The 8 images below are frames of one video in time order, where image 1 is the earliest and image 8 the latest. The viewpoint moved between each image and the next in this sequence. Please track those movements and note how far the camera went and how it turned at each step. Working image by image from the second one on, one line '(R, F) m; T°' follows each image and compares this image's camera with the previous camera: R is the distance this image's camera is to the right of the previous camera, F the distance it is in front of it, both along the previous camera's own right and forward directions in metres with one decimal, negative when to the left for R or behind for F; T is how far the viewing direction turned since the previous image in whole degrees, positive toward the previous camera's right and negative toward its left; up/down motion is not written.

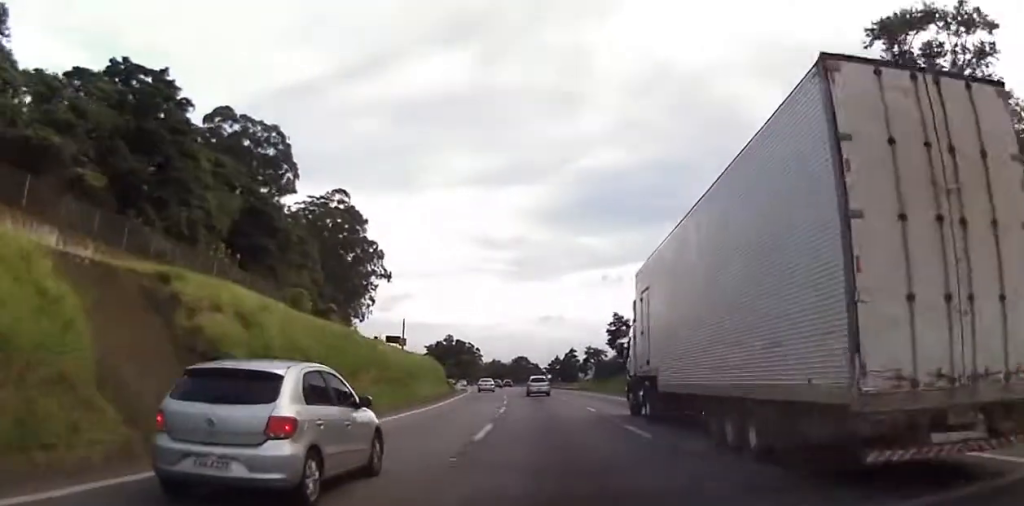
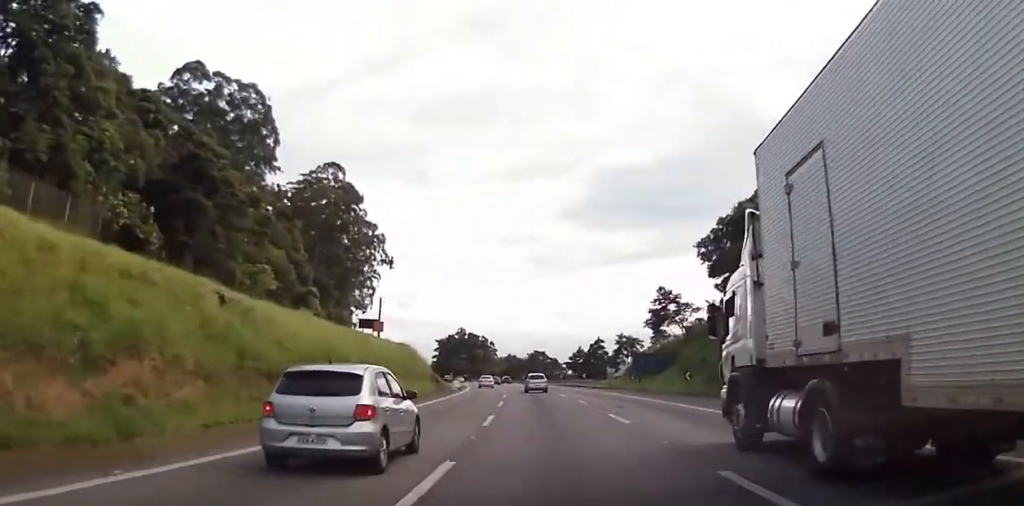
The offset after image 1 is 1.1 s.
(-0.2, +21.4) m; -1°
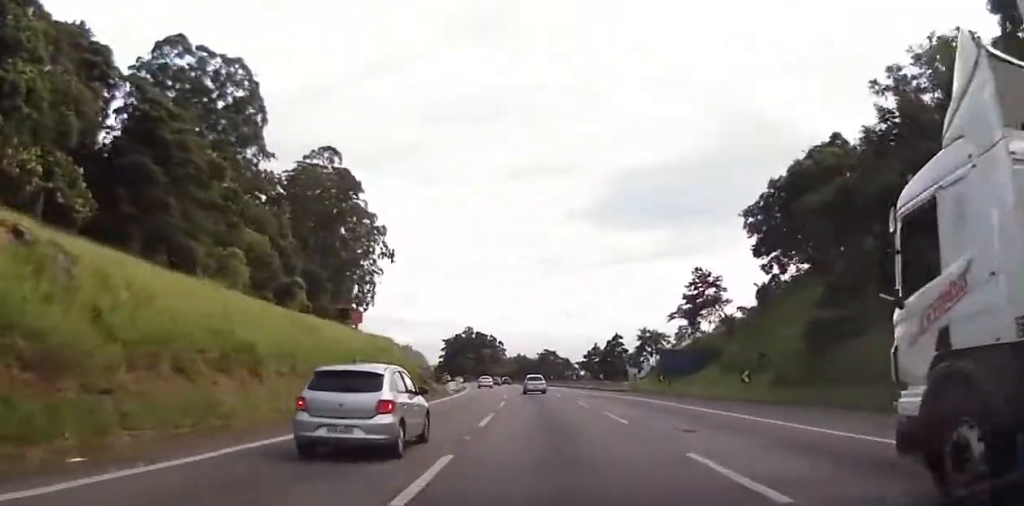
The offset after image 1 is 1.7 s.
(-0.1, +11.4) m; -1°
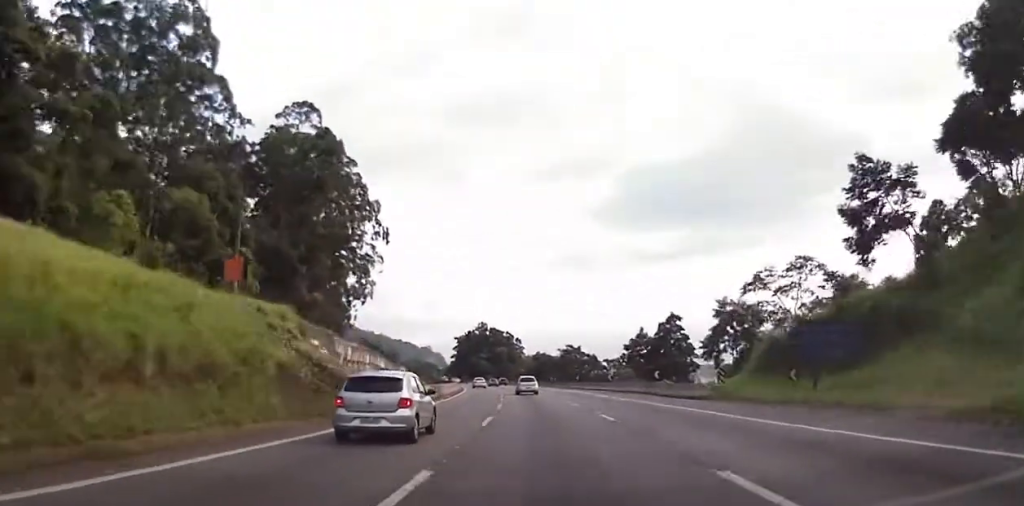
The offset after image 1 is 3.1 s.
(-0.4, +25.8) m; -2°
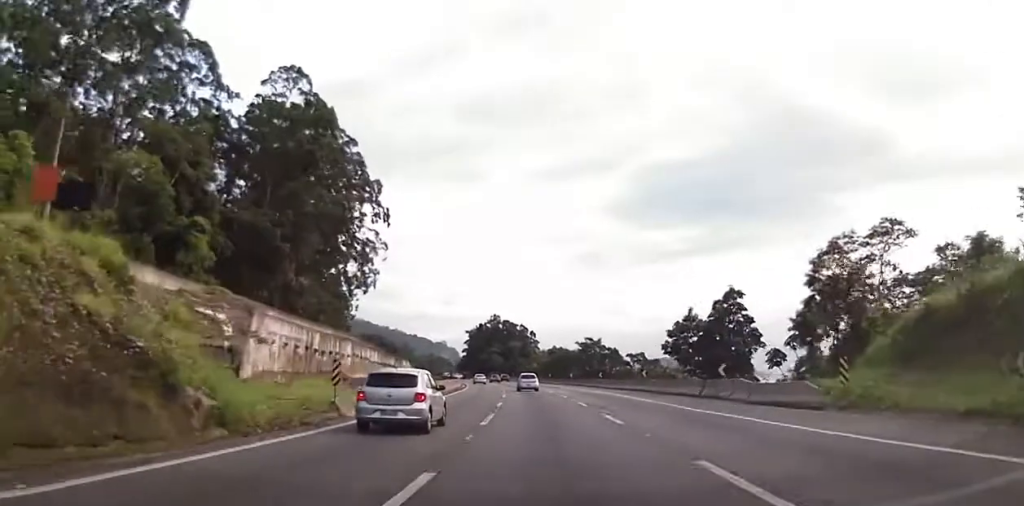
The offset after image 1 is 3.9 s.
(-0.2, +14.5) m; -2°
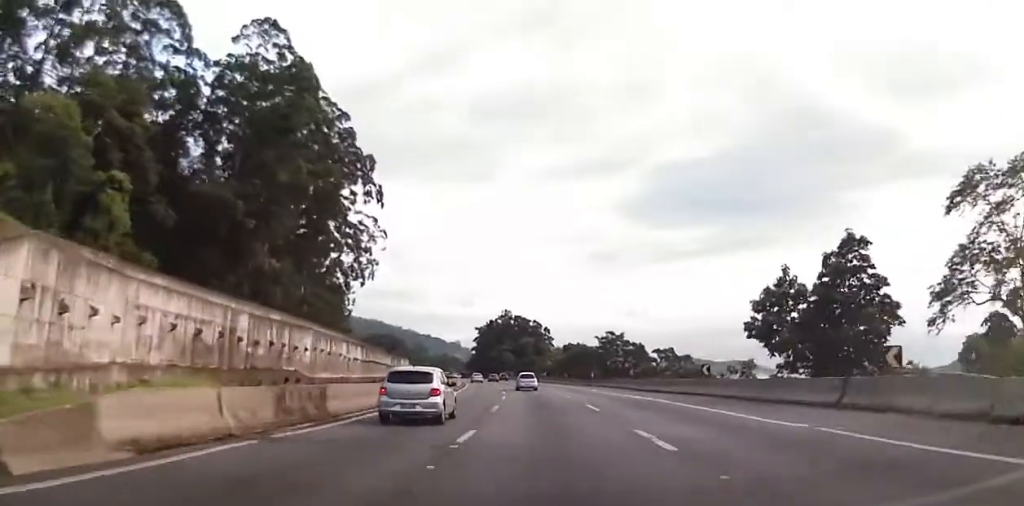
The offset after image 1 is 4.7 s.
(-0.4, +16.4) m; -1°
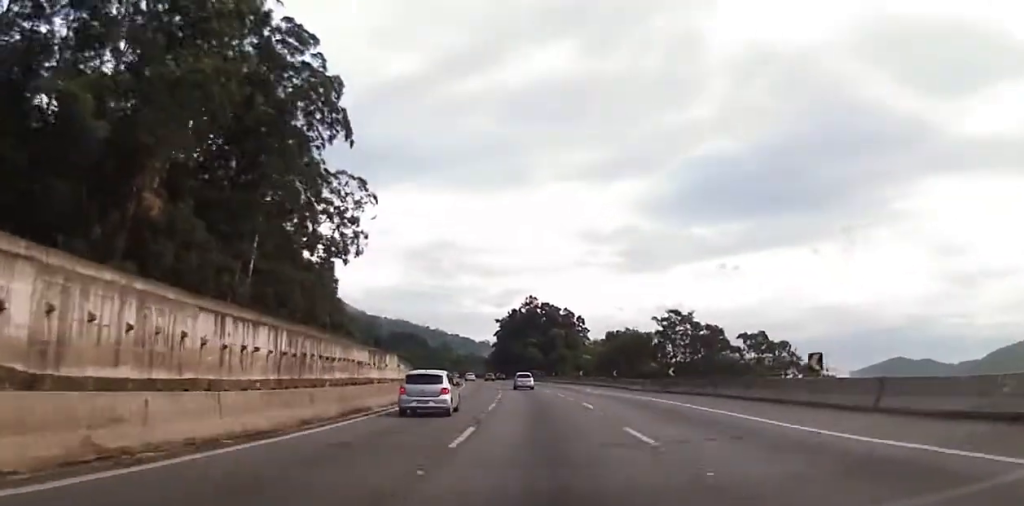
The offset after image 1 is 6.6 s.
(-0.1, +35.7) m; -1°
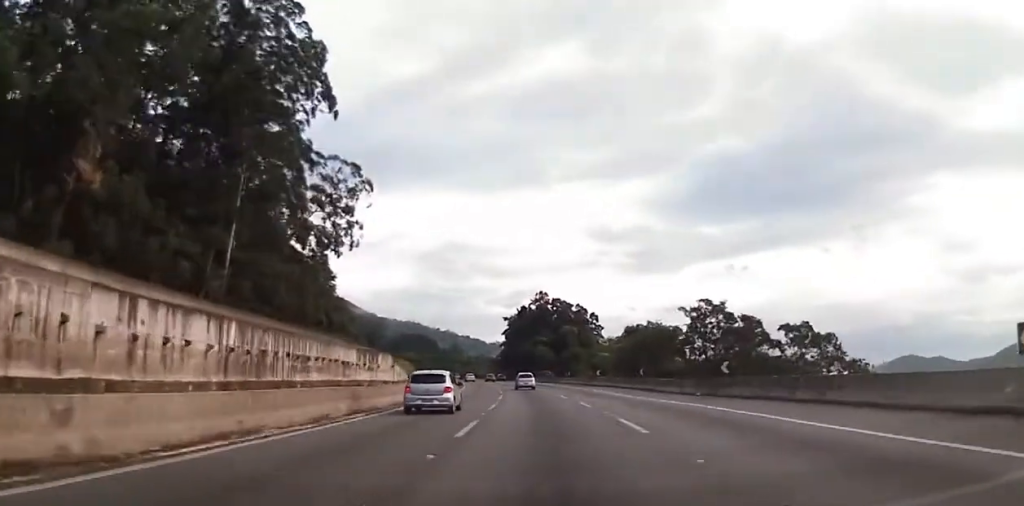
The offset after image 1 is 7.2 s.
(-0.1, +10.9) m; -1°
